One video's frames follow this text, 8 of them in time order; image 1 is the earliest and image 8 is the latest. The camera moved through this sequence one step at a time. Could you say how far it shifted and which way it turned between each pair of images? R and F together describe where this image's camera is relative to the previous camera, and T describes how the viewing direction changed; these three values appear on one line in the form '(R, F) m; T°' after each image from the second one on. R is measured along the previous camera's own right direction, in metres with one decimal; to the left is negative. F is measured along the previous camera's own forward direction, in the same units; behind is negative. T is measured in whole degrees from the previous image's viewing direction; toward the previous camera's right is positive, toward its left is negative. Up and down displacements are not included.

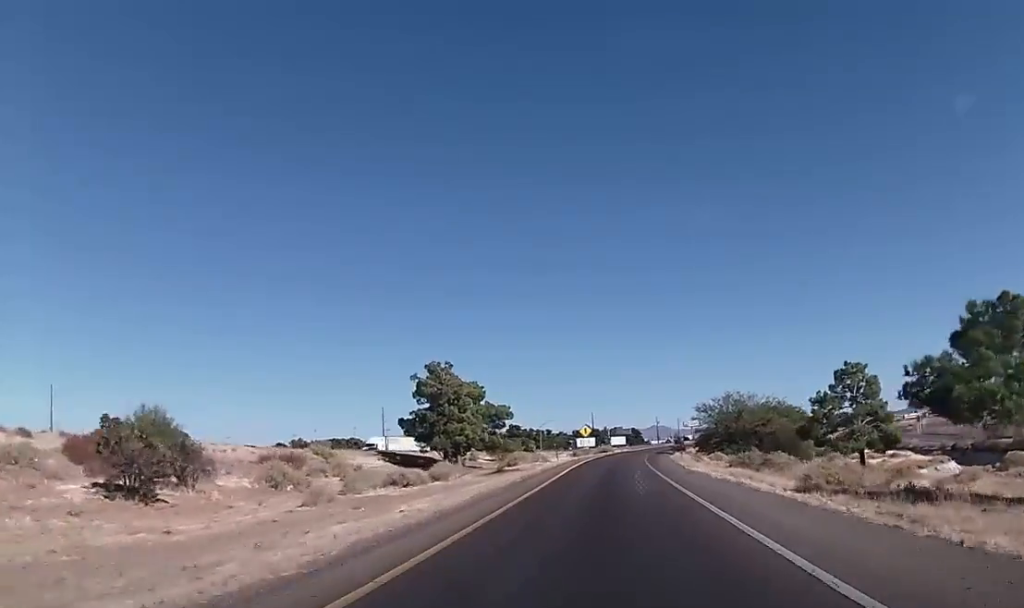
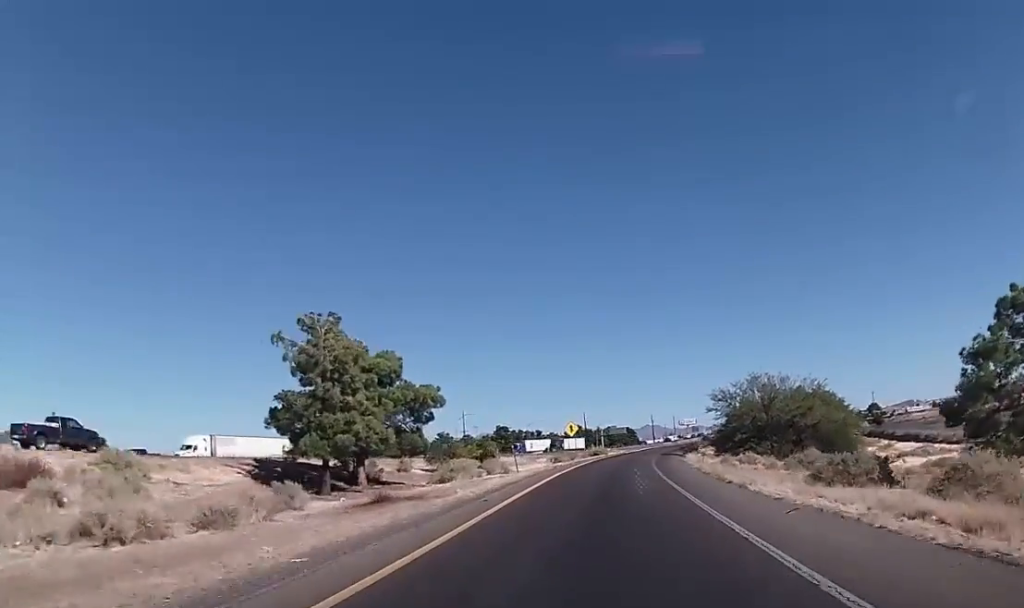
(-0.2, +21.3) m; 0°
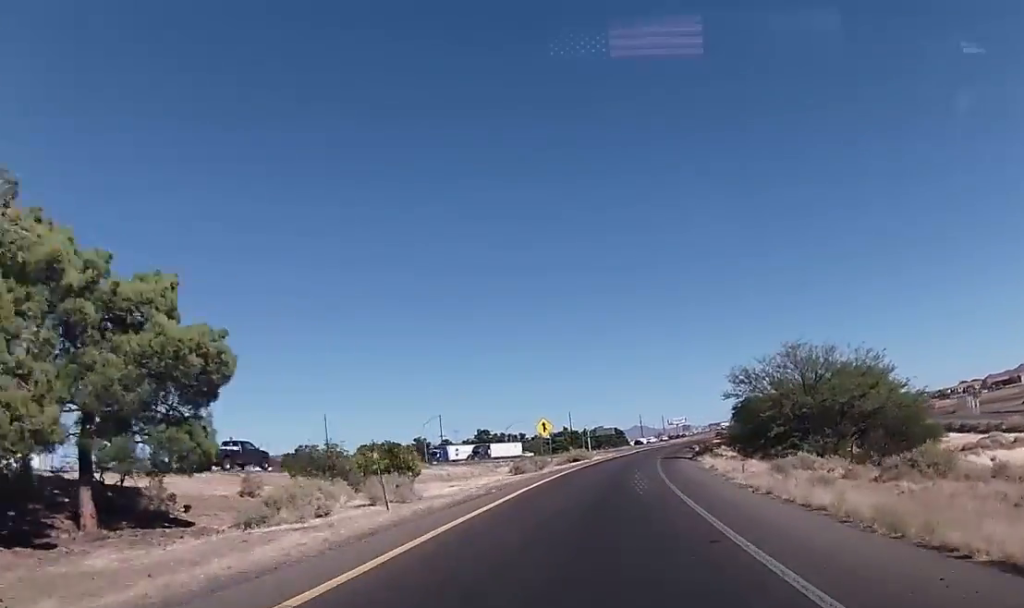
(+0.1, +19.6) m; +1°
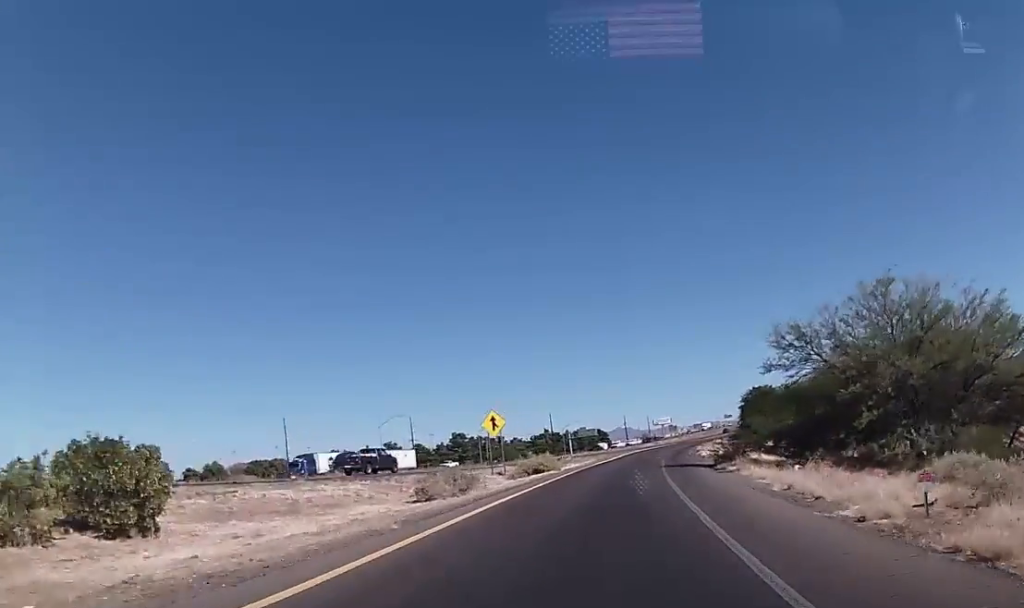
(+0.3, +19.9) m; +1°
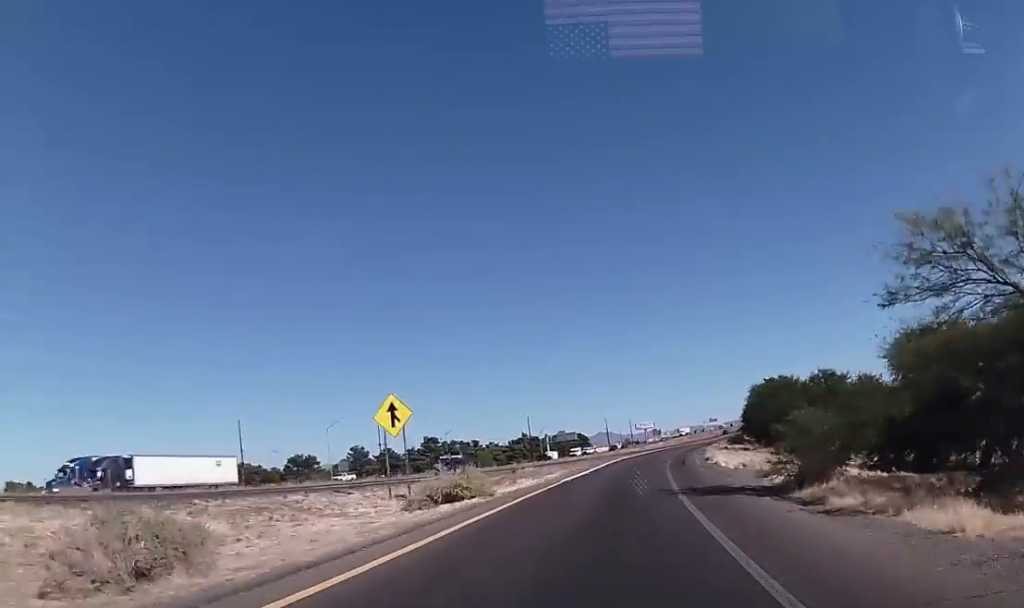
(0.0, +18.0) m; +1°
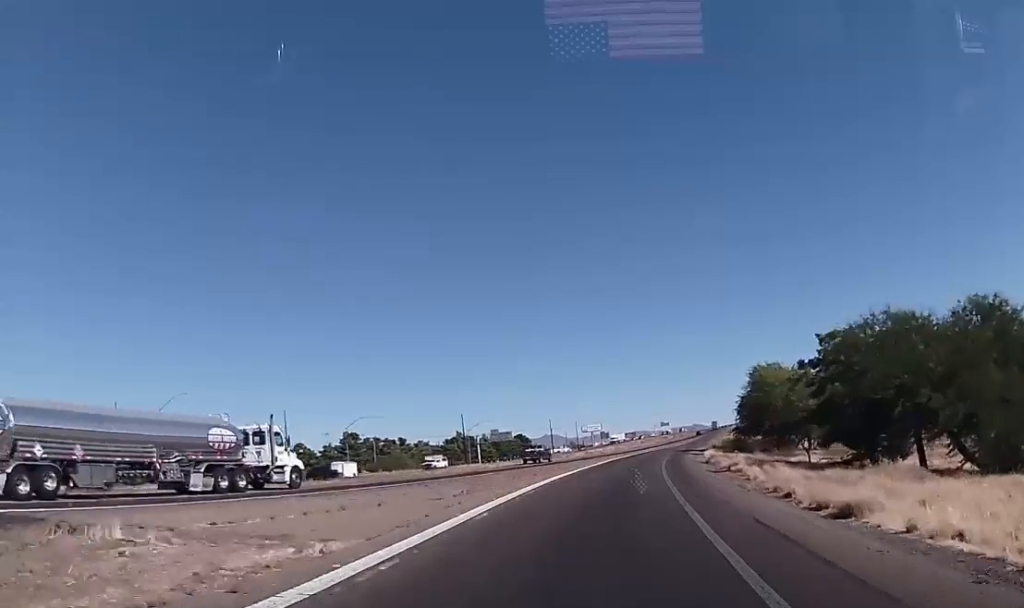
(+0.9, +36.9) m; +2°
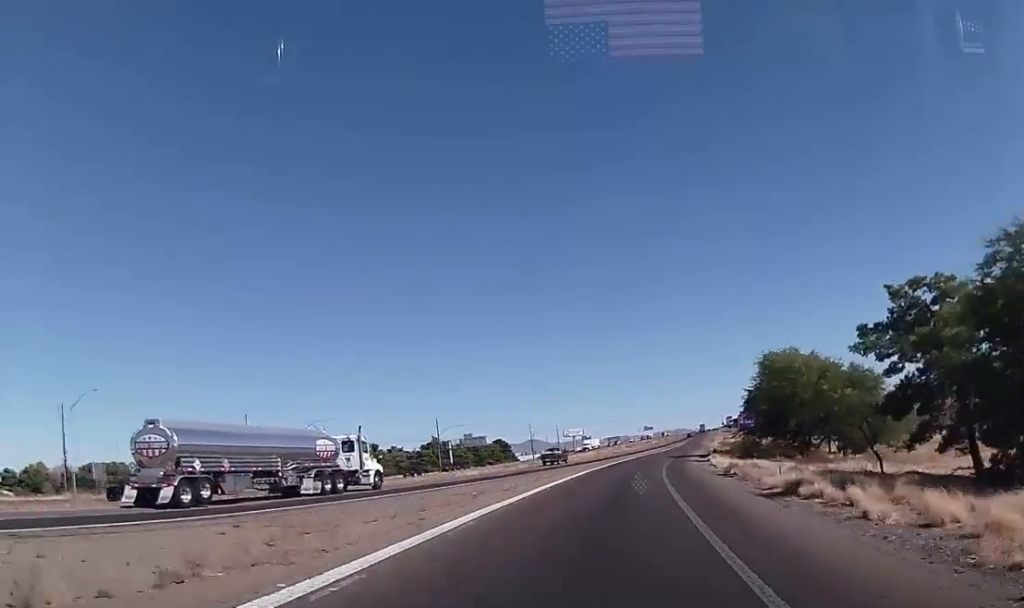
(+0.1, +14.2) m; +1°
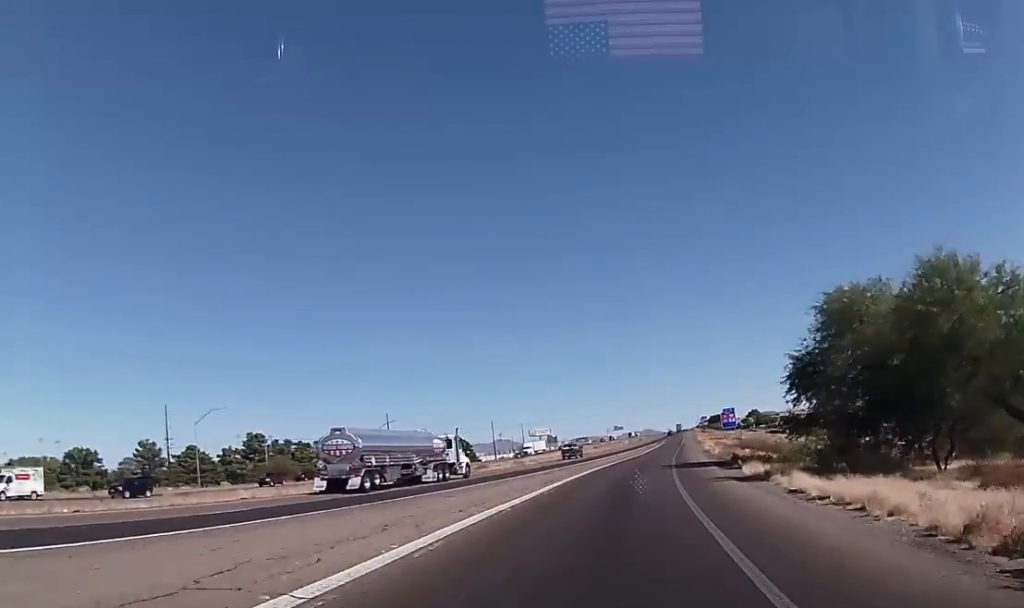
(+0.7, +26.6) m; +3°
